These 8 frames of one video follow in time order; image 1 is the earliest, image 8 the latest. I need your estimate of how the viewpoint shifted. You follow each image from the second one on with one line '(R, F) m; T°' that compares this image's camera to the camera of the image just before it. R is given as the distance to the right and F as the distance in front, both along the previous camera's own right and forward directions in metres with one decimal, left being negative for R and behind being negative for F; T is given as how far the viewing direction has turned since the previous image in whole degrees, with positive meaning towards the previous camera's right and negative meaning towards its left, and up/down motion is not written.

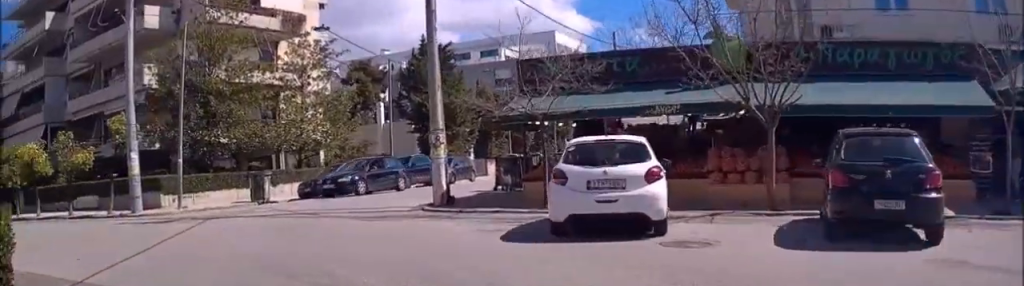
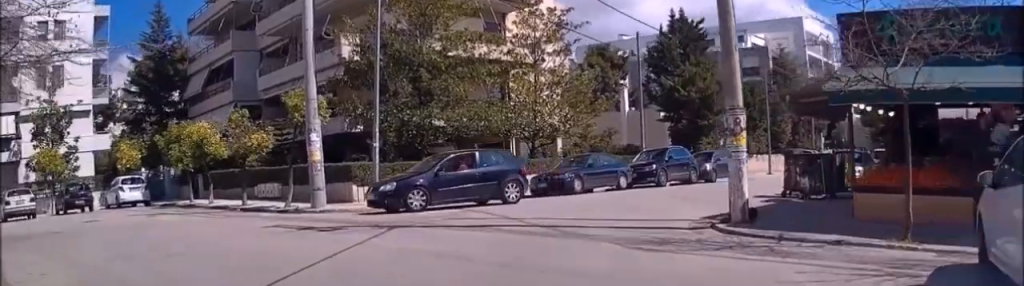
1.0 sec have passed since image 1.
(-0.9, +5.0) m; -19°
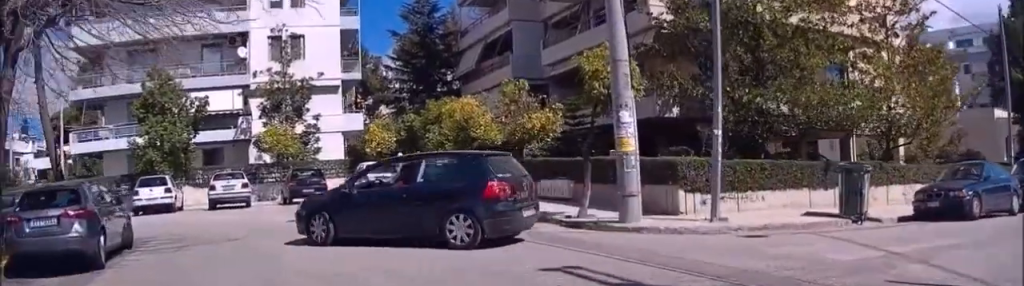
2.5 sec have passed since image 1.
(-1.1, +6.4) m; -19°
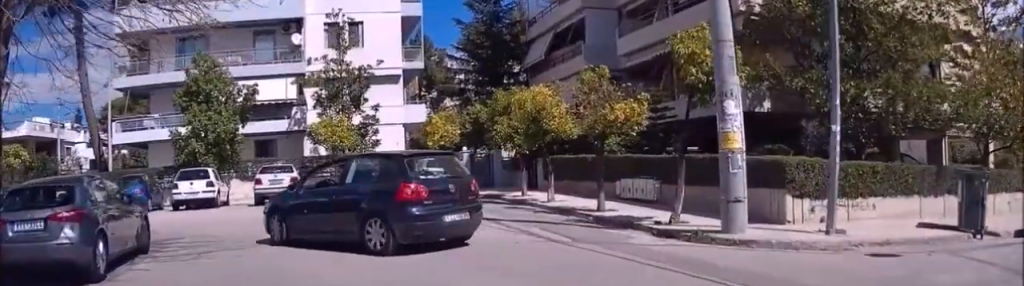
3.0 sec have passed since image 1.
(-0.2, +2.0) m; -6°
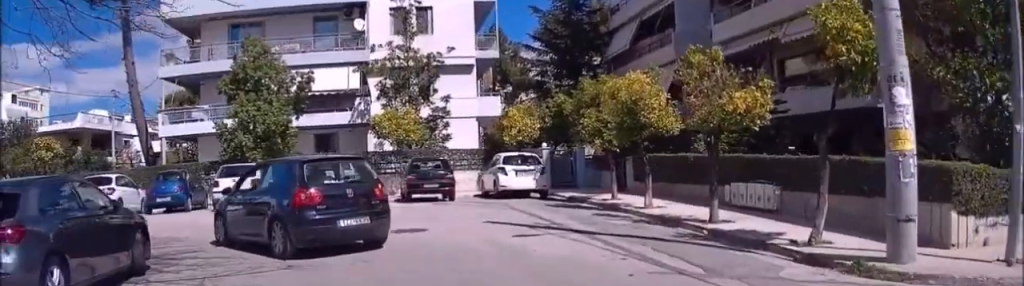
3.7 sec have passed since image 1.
(-0.2, +2.8) m; -8°
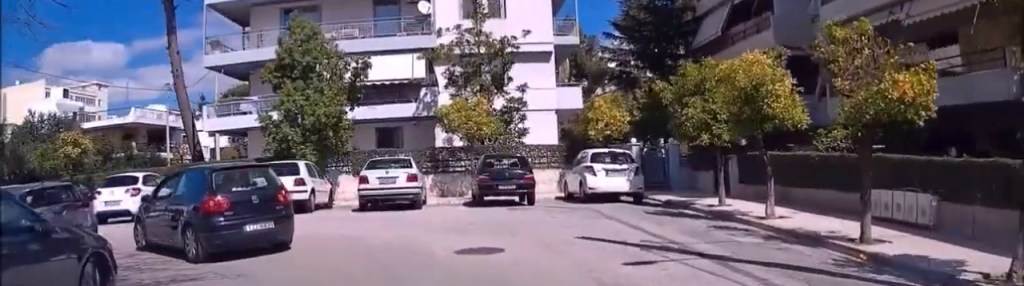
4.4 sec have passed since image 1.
(-0.2, +3.2) m; -9°
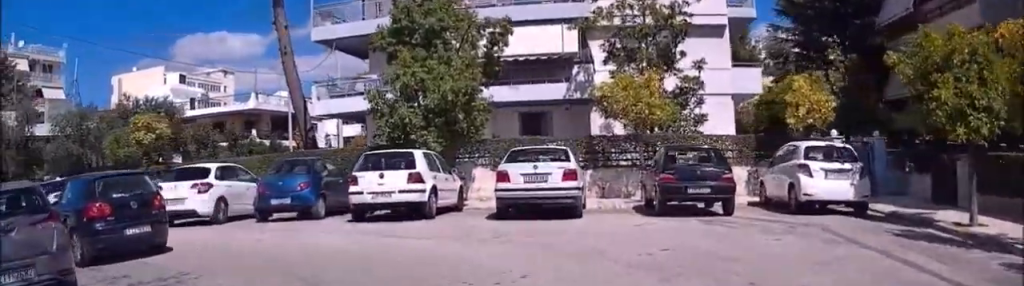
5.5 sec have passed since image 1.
(-0.5, +4.9) m; -14°
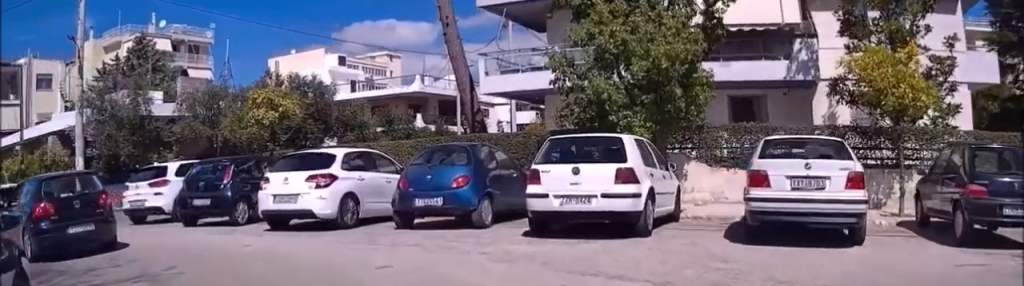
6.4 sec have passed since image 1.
(-0.4, +4.1) m; -15°
